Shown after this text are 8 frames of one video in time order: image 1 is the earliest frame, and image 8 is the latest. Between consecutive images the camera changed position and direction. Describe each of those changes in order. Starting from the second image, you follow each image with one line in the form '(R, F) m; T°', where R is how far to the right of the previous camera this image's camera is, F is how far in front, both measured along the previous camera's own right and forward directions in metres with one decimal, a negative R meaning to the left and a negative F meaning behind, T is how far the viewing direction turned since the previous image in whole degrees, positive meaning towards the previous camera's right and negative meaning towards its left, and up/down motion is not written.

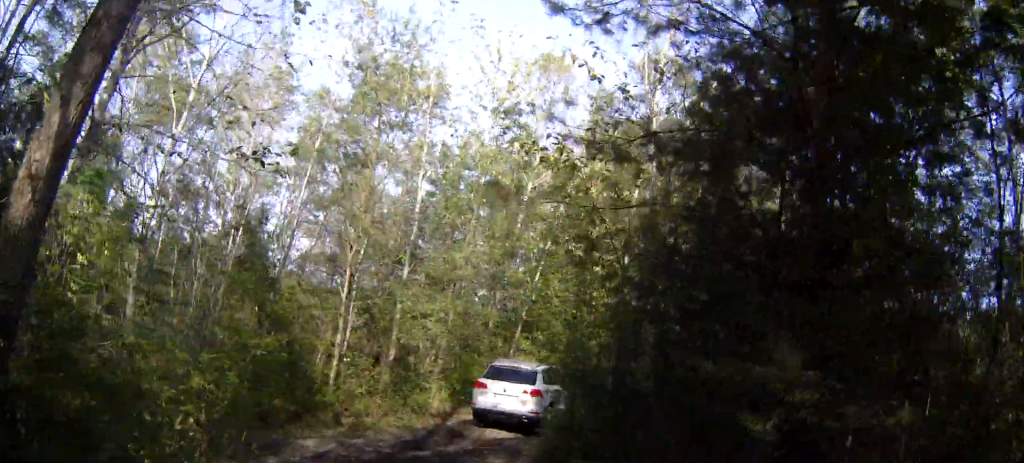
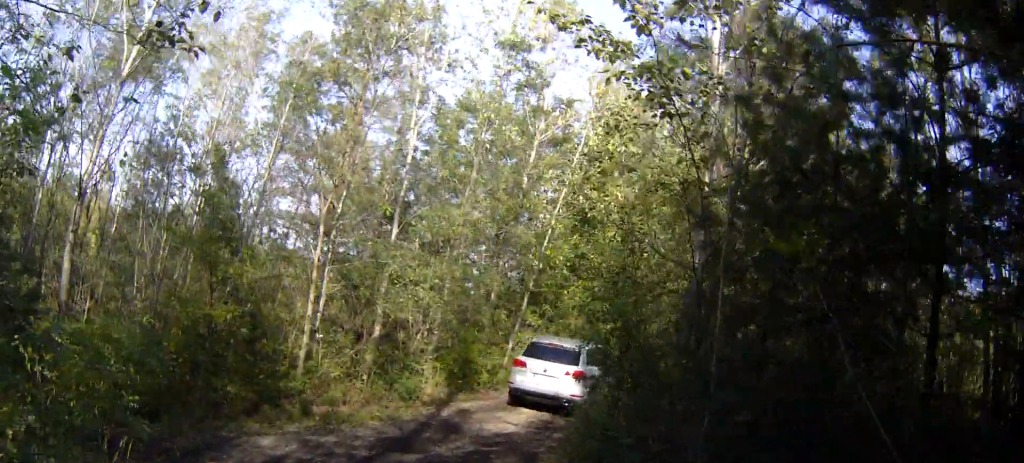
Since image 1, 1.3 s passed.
(-0.1, +4.9) m; -5°
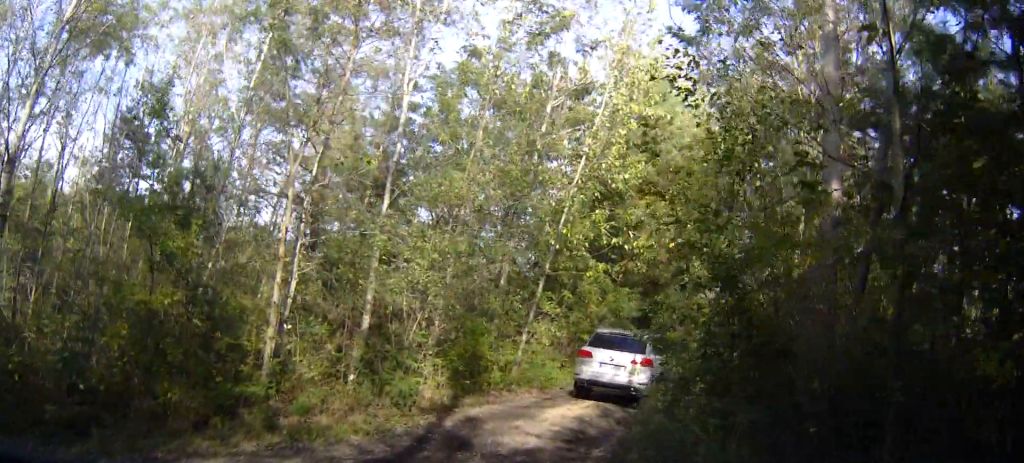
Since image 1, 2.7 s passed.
(-0.7, +5.3) m; -8°
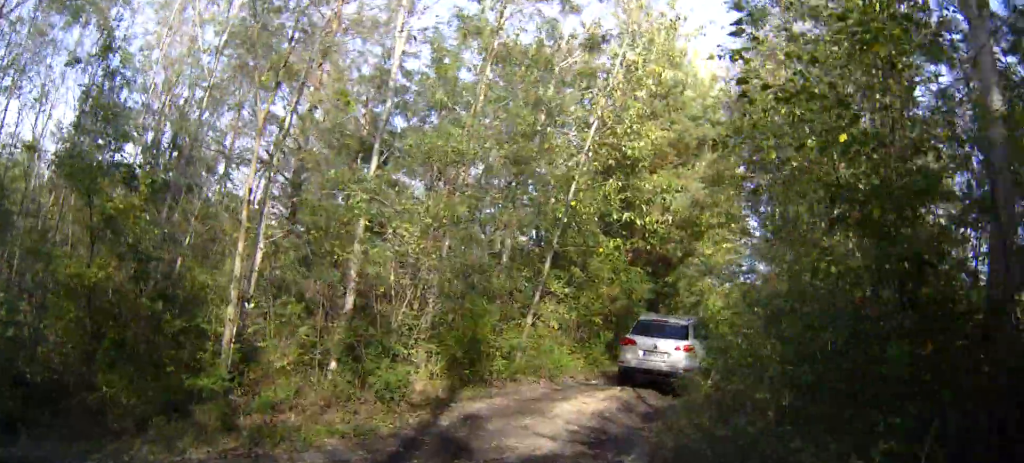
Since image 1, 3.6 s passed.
(0.0, +3.2) m; +5°
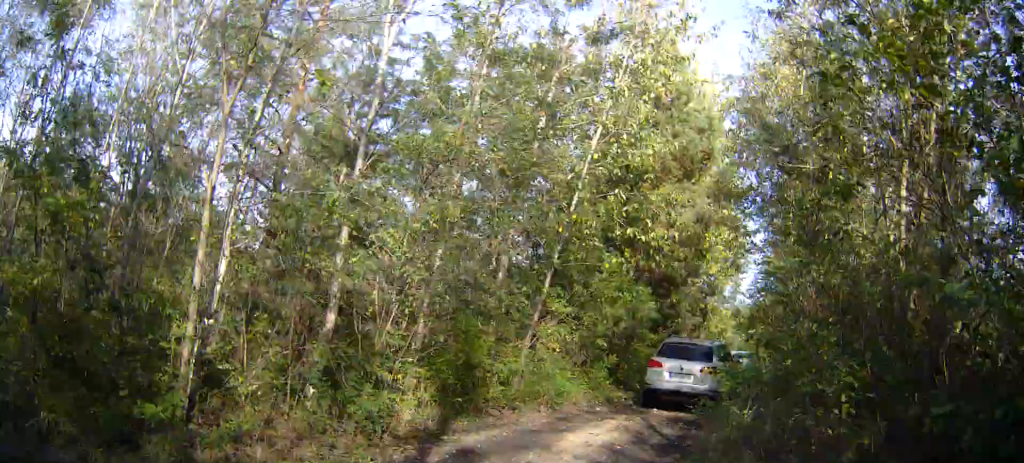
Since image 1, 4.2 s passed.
(+0.2, +2.1) m; +6°
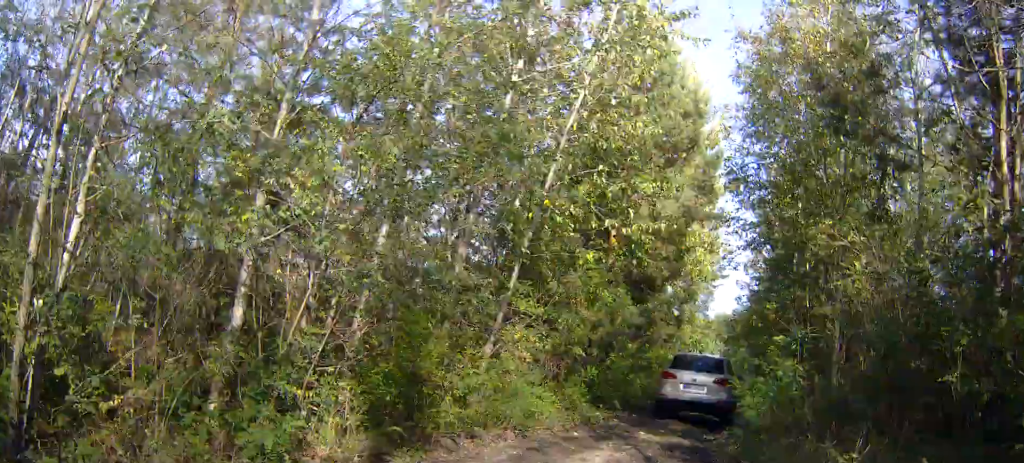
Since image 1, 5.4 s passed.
(+0.1, +4.5) m; -1°
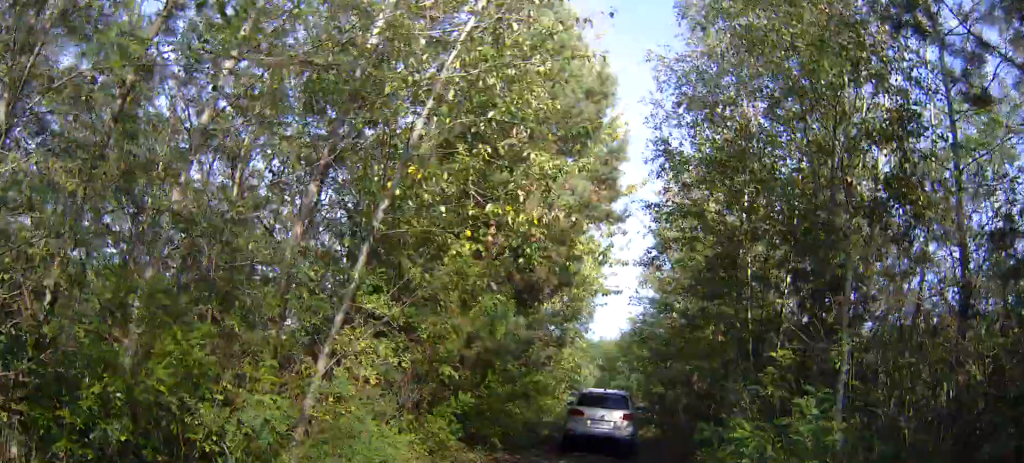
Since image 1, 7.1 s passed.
(-0.3, +6.3) m; +1°
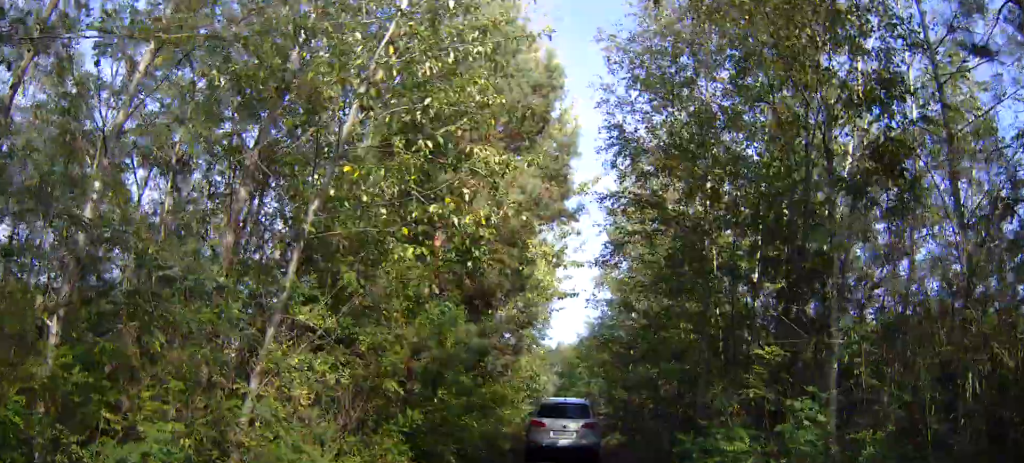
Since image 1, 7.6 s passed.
(+0.1, +1.6) m; +1°
